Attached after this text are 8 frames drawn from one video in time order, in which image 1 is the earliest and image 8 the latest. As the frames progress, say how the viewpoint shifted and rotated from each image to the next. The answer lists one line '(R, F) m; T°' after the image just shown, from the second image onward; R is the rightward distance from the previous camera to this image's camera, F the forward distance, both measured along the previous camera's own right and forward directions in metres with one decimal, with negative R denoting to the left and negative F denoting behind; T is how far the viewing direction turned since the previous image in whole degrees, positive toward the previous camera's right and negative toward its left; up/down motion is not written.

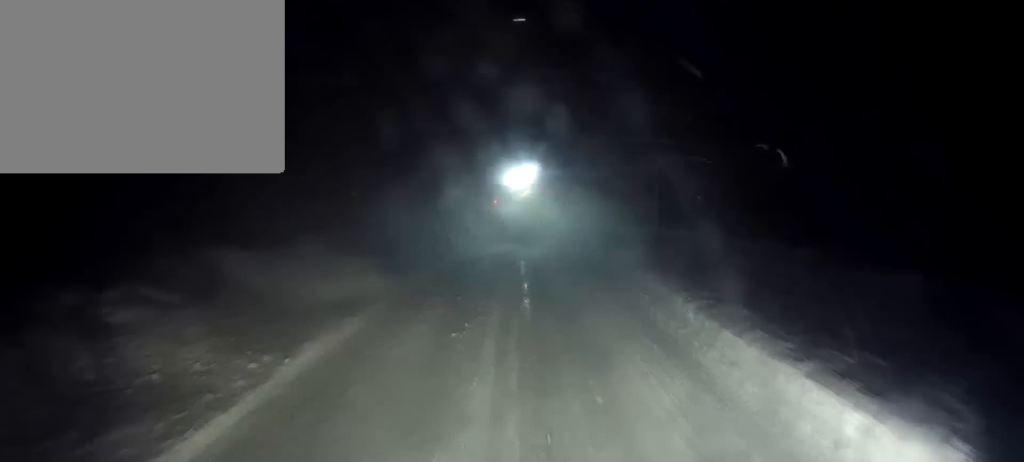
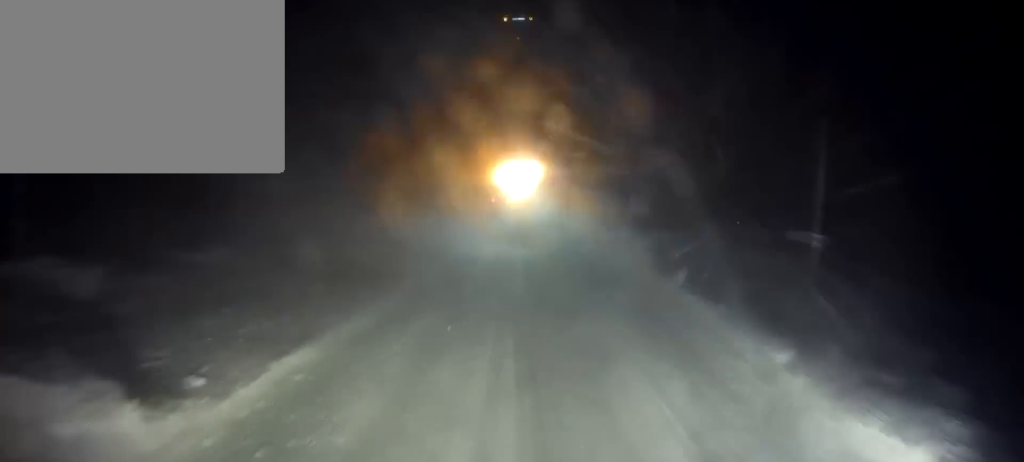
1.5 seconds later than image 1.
(+0.1, +11.2) m; +2°
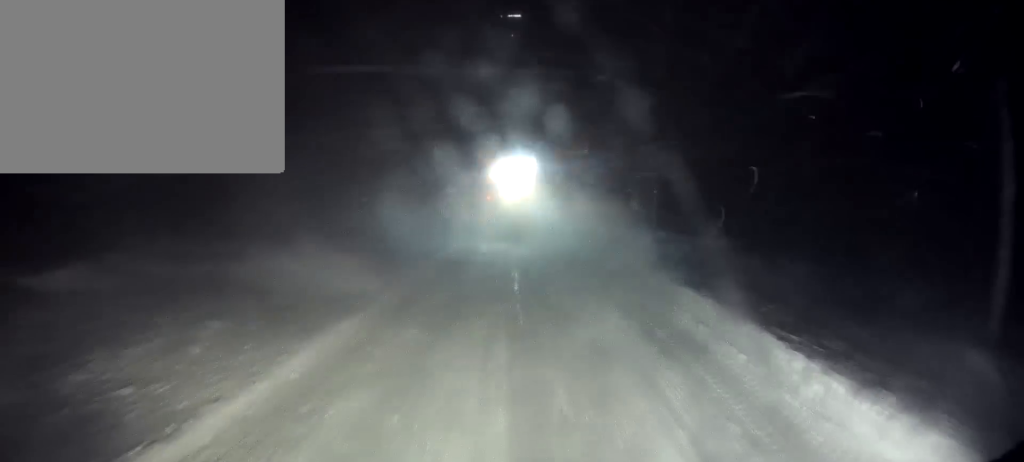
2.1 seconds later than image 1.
(+0.1, +4.7) m; 0°
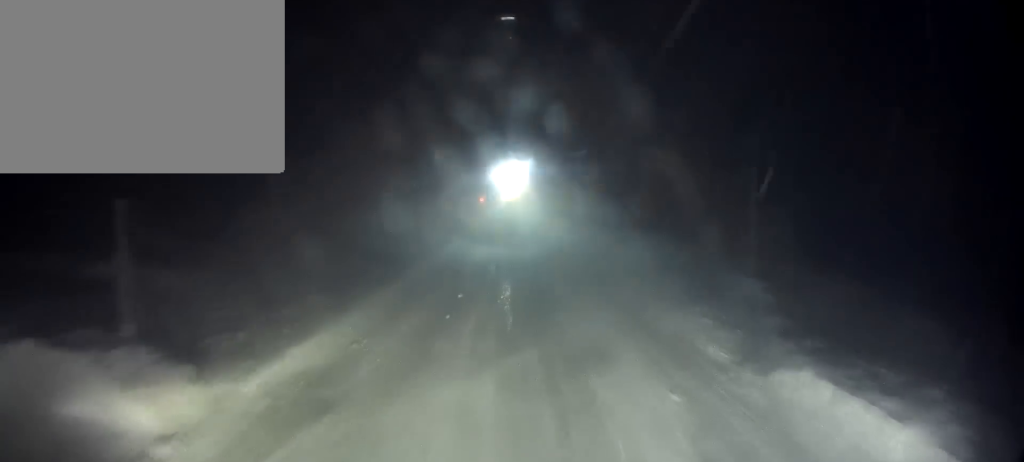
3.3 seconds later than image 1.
(-0.1, +8.7) m; -1°
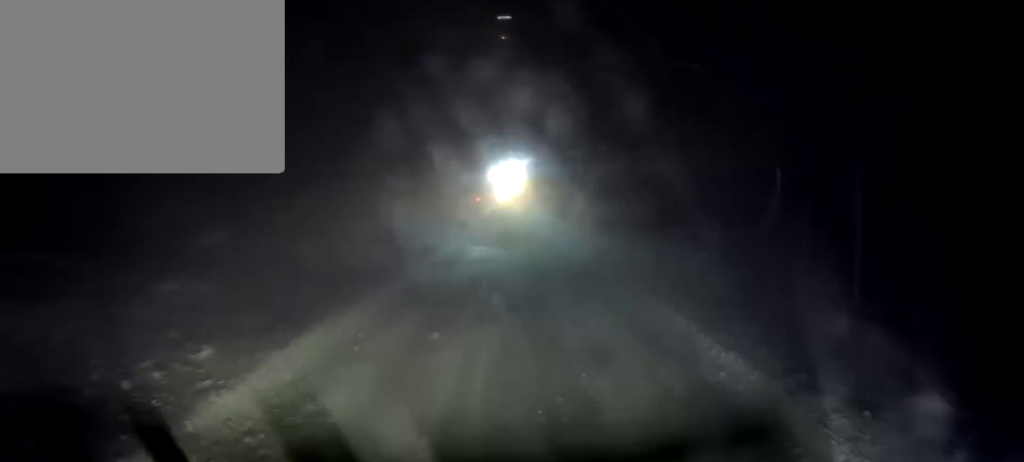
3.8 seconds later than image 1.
(0.0, +3.8) m; 0°
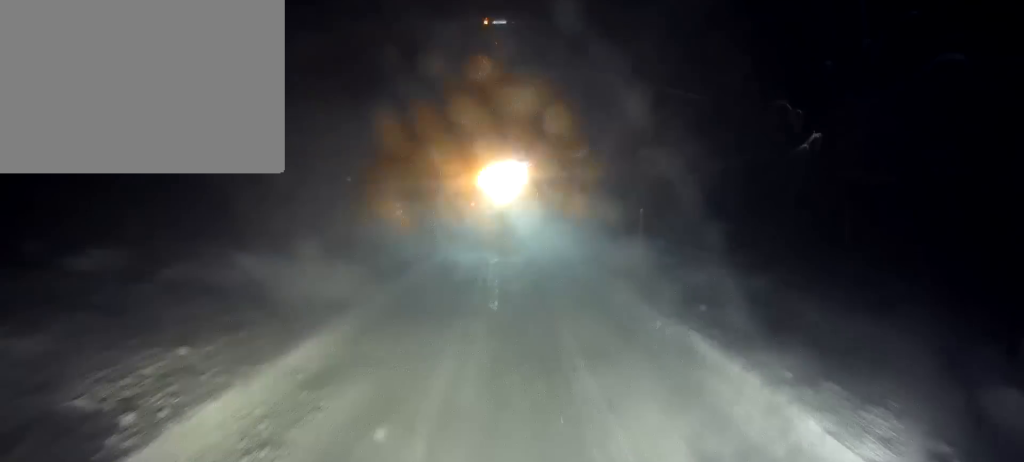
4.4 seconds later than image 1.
(0.0, +4.1) m; 0°
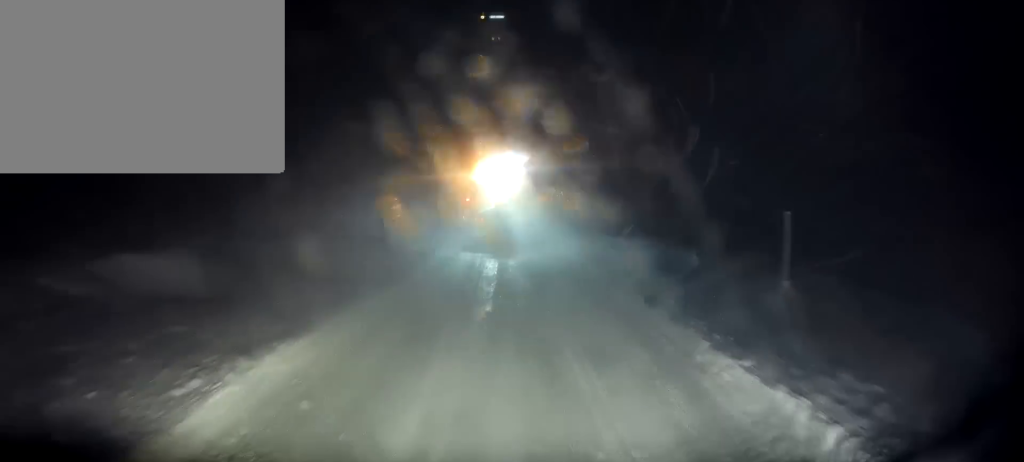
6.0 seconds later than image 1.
(-0.1, +11.4) m; +1°
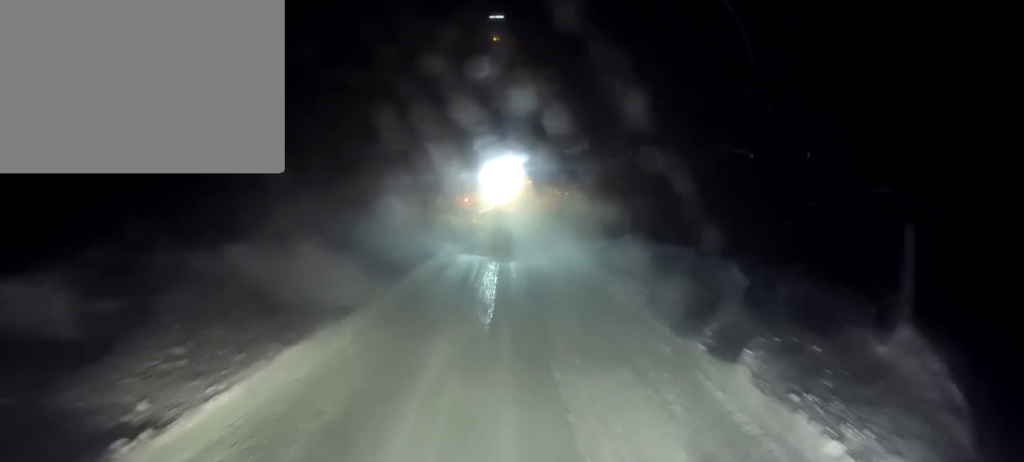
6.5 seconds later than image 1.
(+0.1, +3.5) m; +1°
